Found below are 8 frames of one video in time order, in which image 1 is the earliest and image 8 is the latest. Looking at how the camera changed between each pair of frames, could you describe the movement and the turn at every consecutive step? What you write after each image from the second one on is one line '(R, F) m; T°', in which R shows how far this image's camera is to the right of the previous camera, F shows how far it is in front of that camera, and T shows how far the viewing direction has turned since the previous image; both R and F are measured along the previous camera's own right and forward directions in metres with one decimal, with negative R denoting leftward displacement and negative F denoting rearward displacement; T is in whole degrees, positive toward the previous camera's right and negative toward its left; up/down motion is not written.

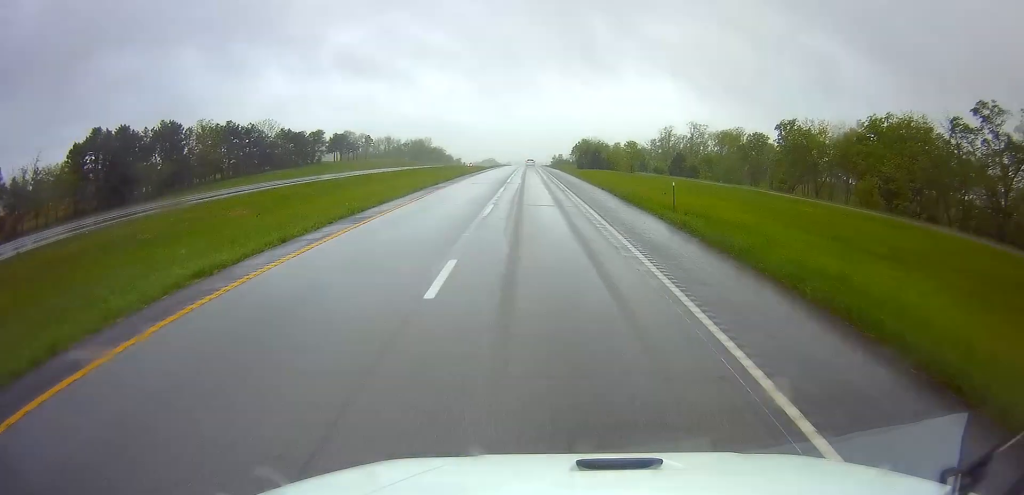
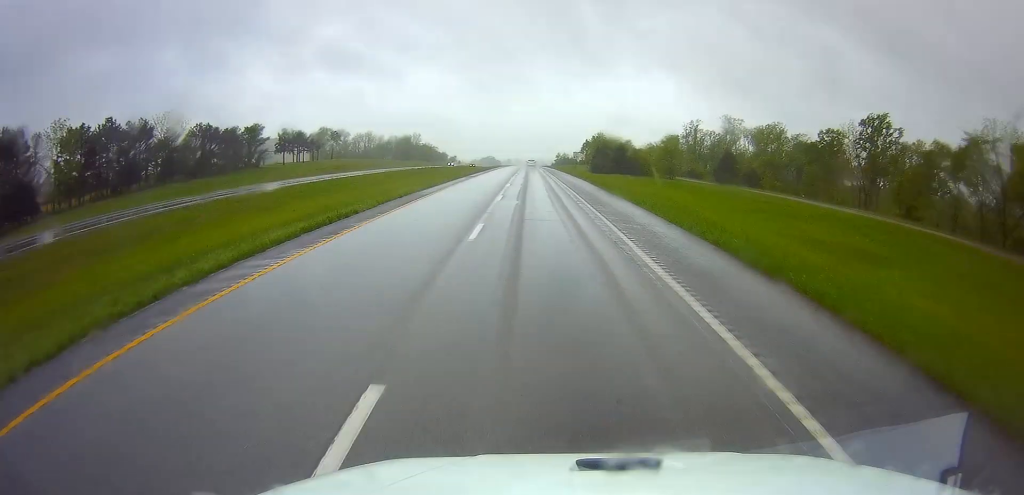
(-0.2, +42.8) m; 0°
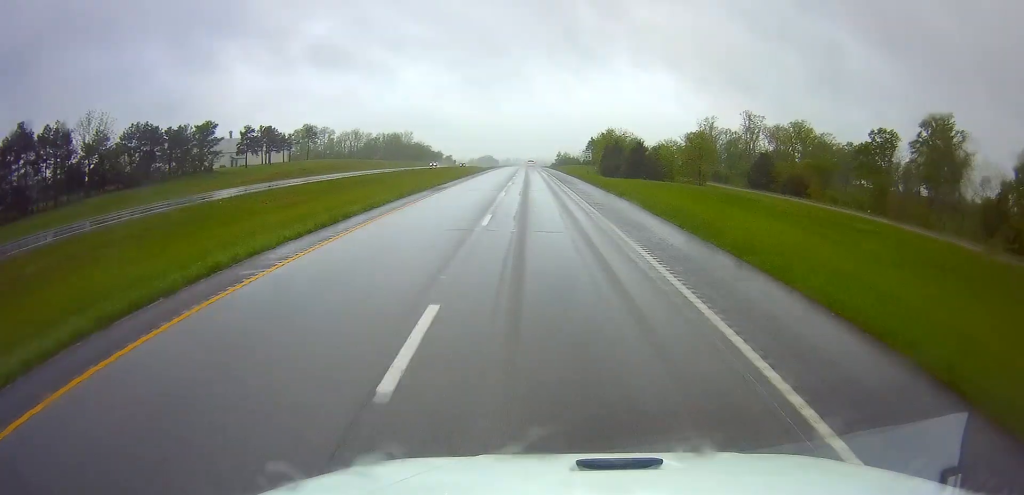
(+0.2, +21.6) m; 0°
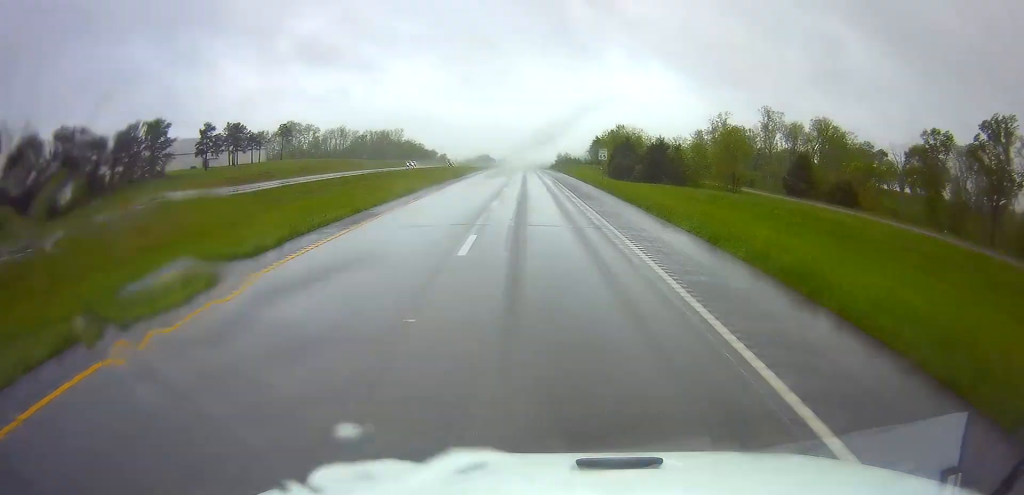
(0.0, +17.7) m; 0°
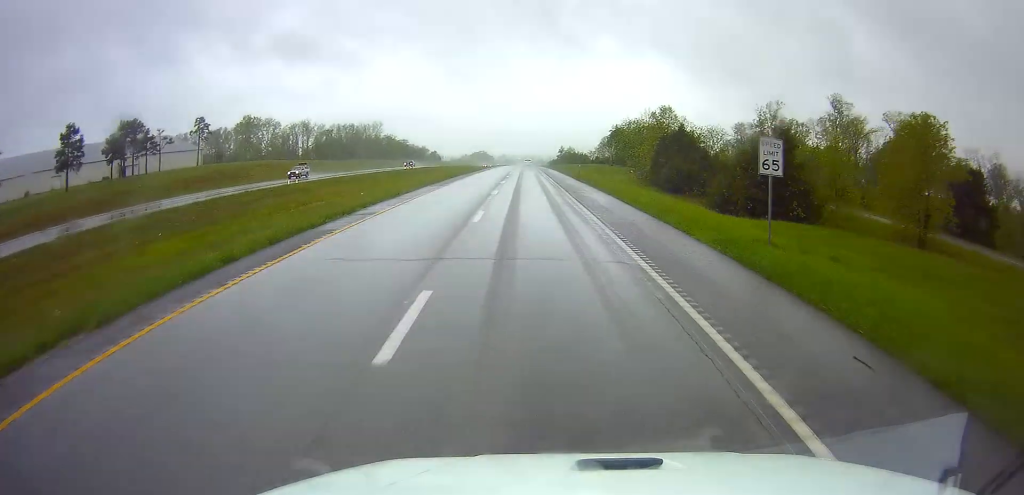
(-0.2, +43.4) m; 0°
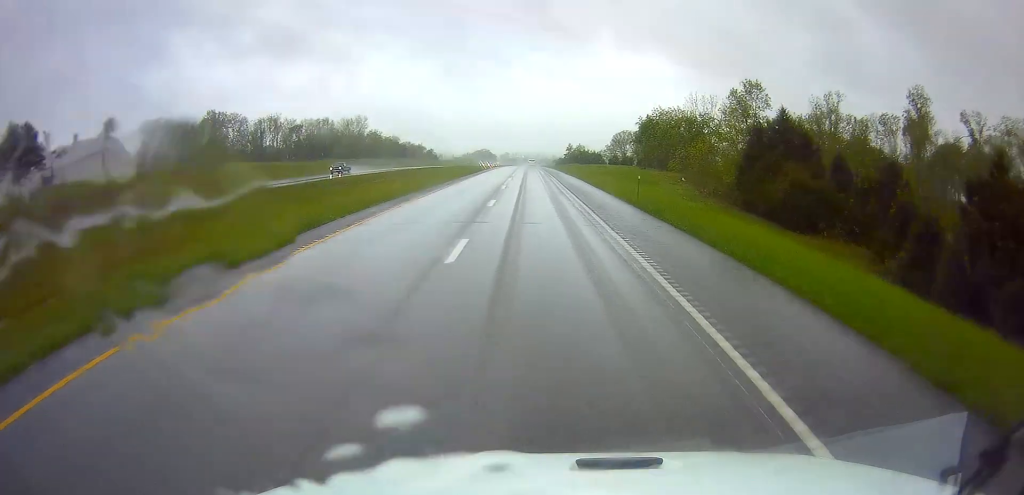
(+0.1, +31.3) m; 0°
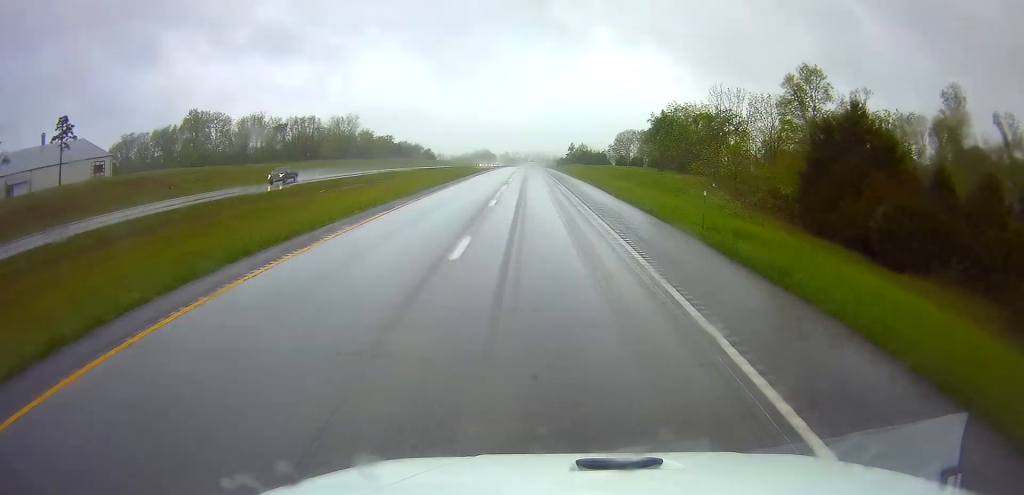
(0.0, +11.8) m; 0°
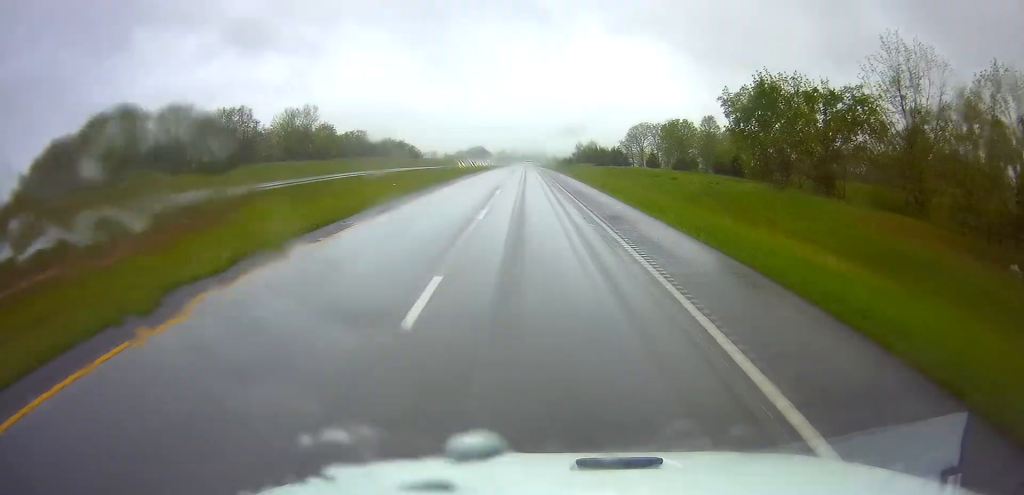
(-0.2, +41.4) m; 0°
